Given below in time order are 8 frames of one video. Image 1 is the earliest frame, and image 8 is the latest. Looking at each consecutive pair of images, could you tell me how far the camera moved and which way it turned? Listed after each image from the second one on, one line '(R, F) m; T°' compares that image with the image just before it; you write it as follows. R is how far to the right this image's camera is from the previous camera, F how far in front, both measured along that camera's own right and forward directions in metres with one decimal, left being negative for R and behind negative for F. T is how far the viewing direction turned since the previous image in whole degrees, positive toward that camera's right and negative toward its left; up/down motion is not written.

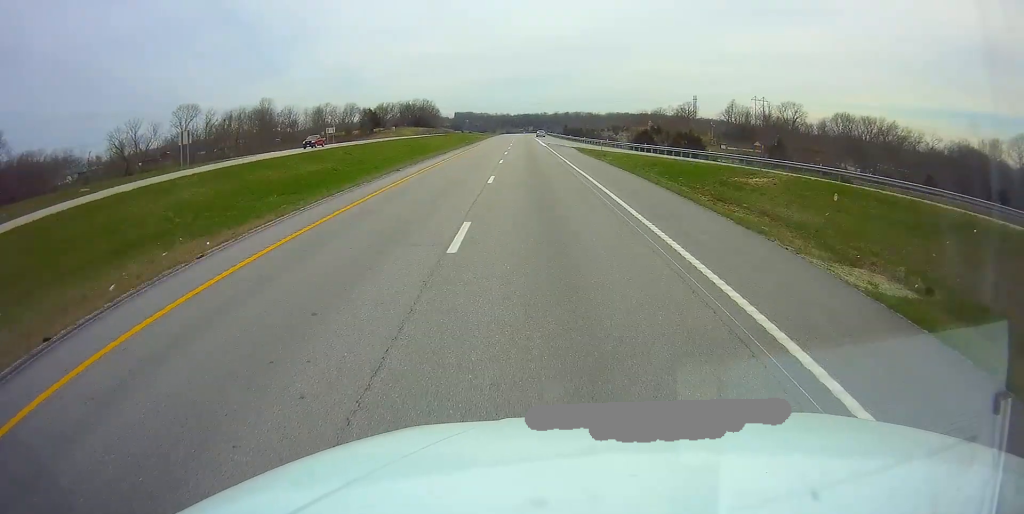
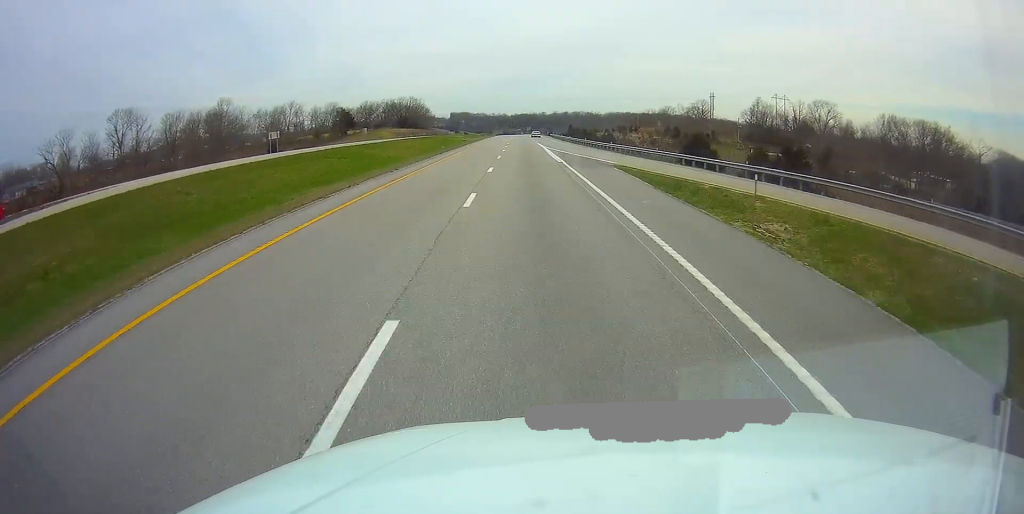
(+0.2, +31.1) m; 0°
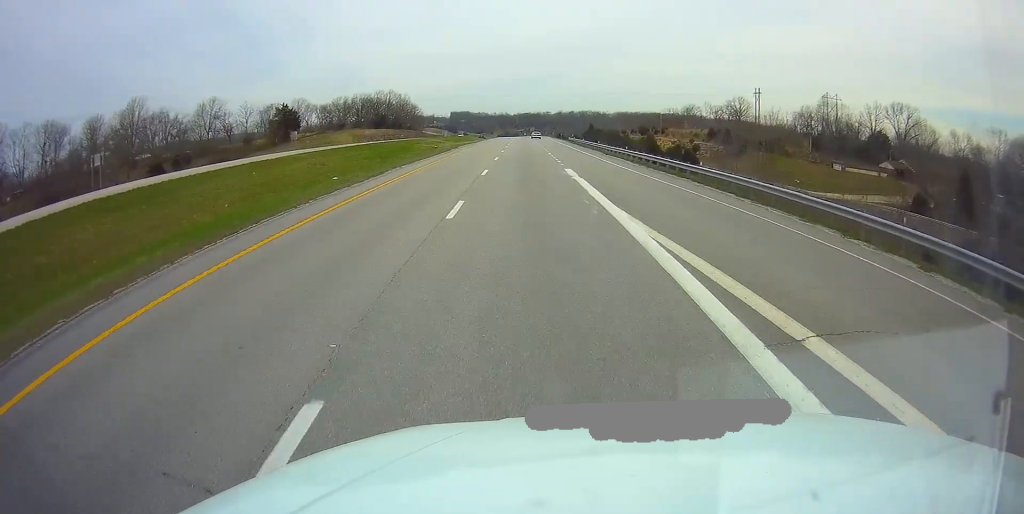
(-0.1, +50.8) m; 0°
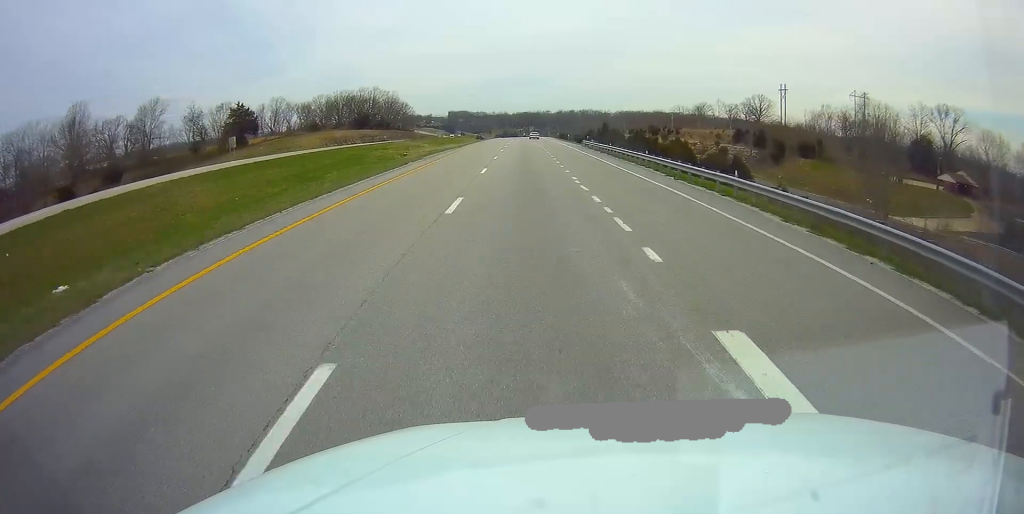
(+0.2, +23.9) m; 0°
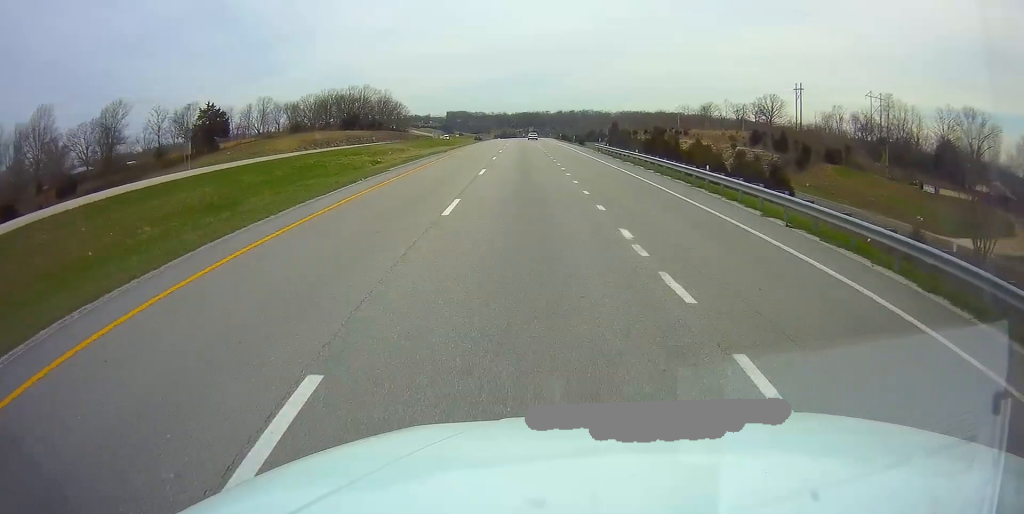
(-0.1, +12.5) m; 0°
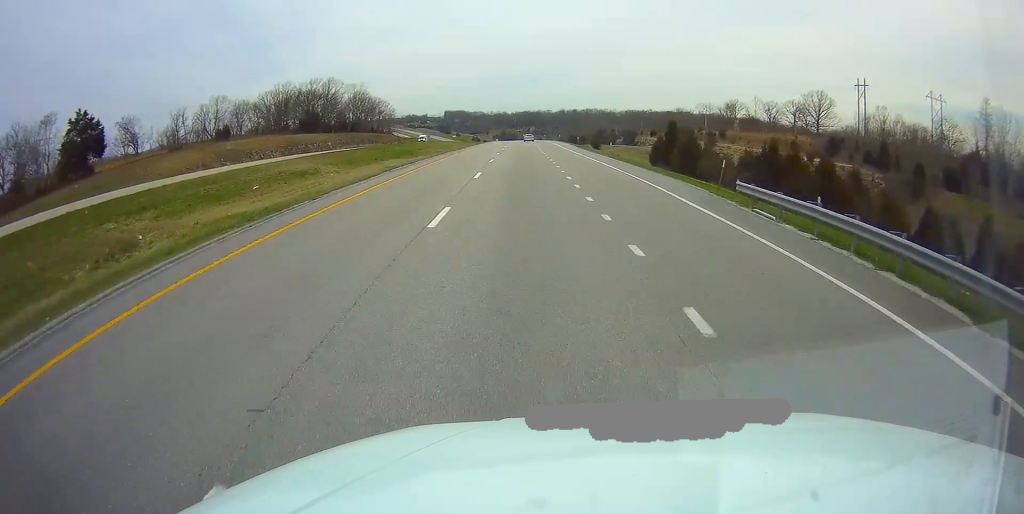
(-0.1, +38.5) m; -1°
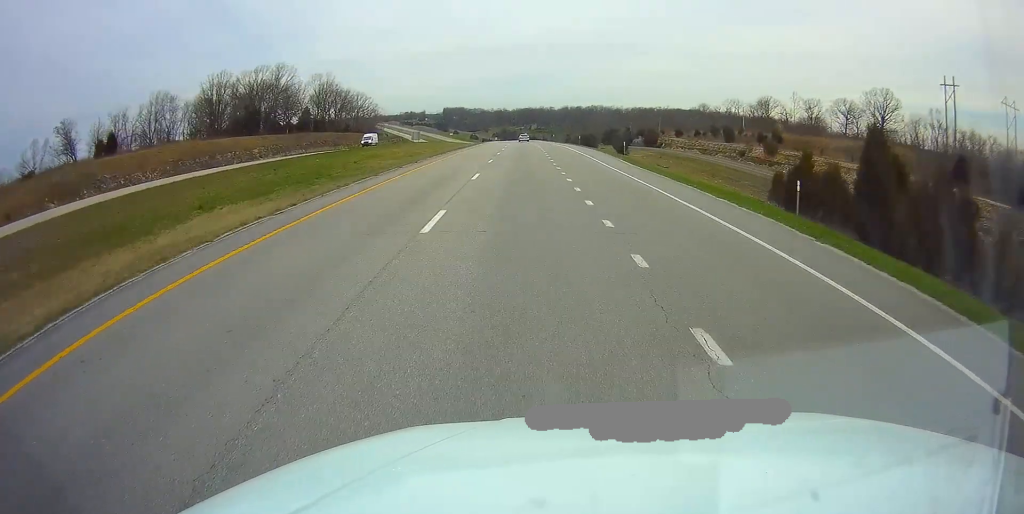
(-0.3, +37.6) m; 0°
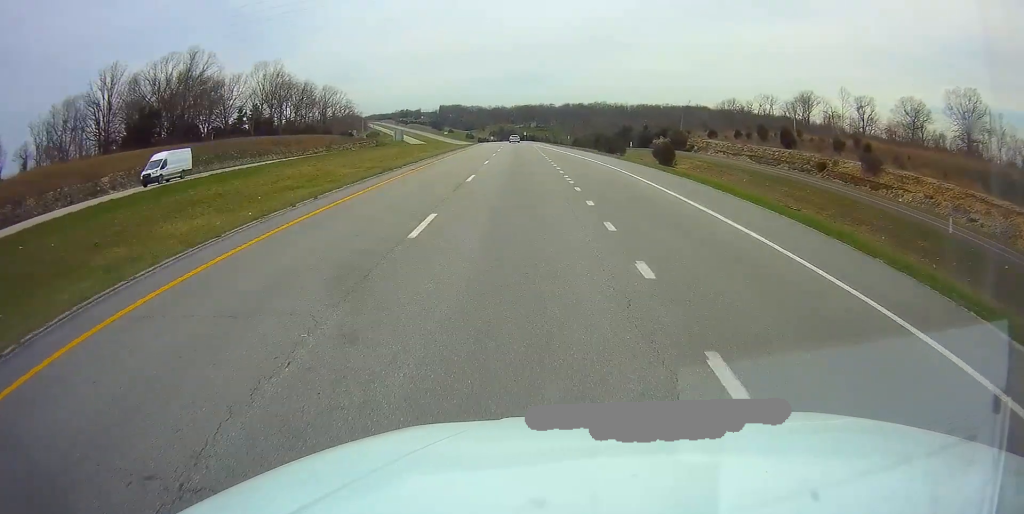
(+0.2, +37.5) m; -1°
